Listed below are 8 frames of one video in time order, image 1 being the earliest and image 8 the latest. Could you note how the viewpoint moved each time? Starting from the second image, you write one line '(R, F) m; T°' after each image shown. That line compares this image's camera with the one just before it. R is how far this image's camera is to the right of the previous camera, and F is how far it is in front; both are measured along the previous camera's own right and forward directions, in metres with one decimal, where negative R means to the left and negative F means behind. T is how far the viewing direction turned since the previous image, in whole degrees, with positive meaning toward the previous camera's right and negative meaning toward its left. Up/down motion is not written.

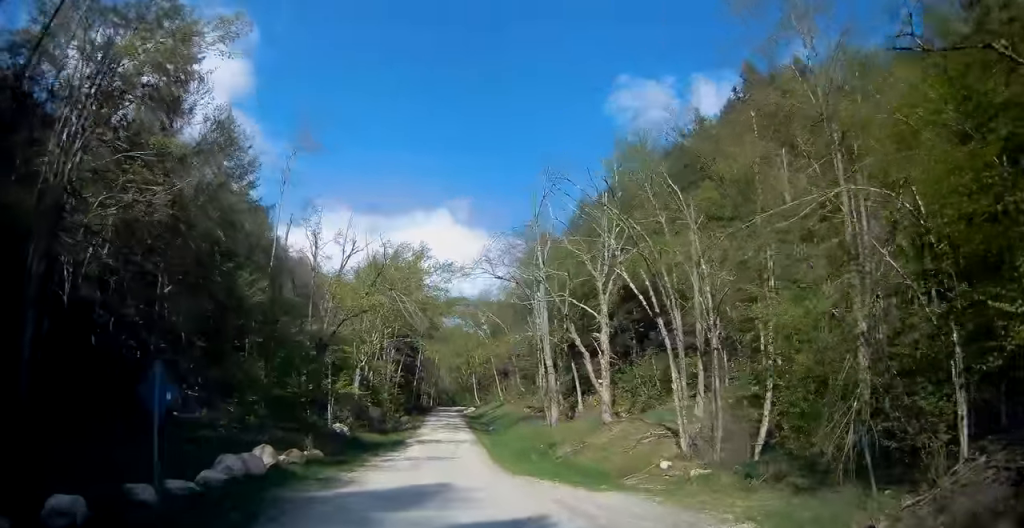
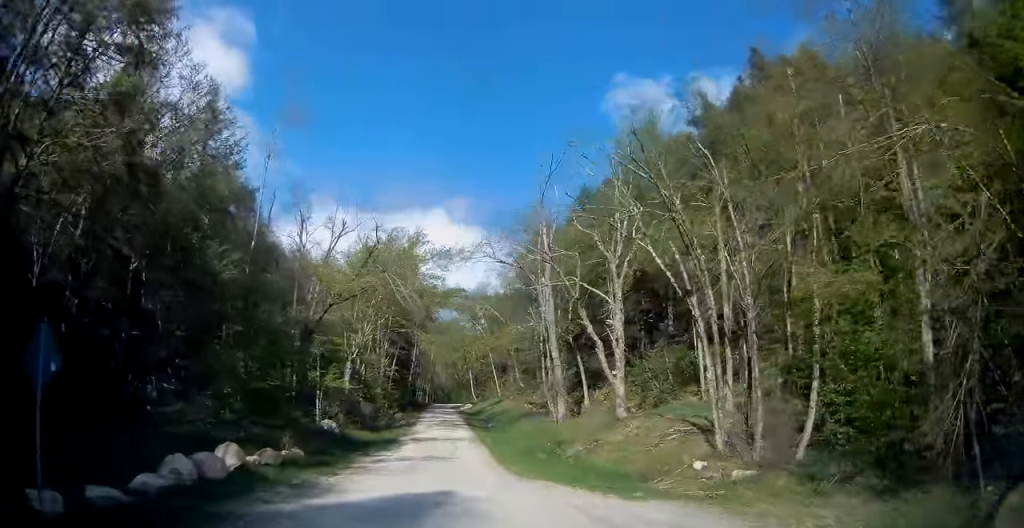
(+0.1, +3.8) m; +1°
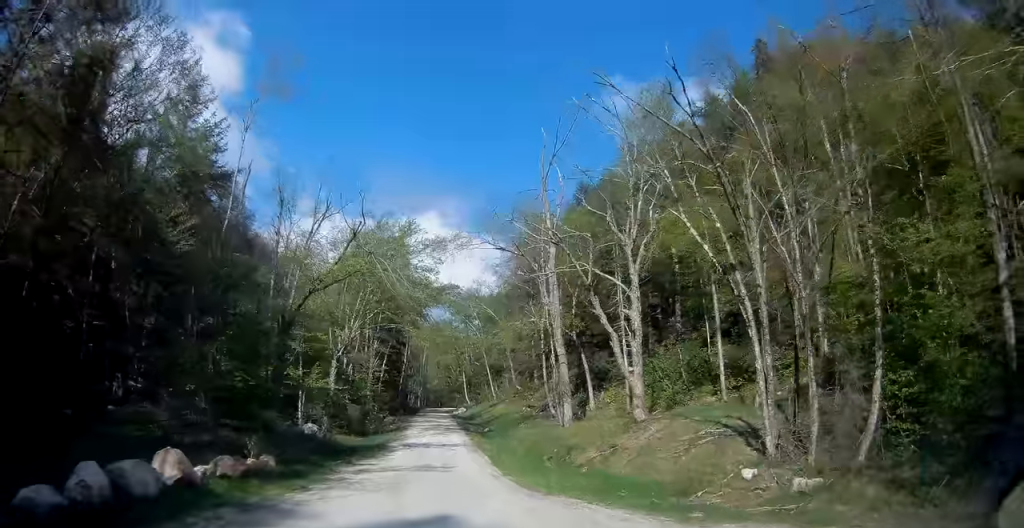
(-0.1, +4.3) m; 0°
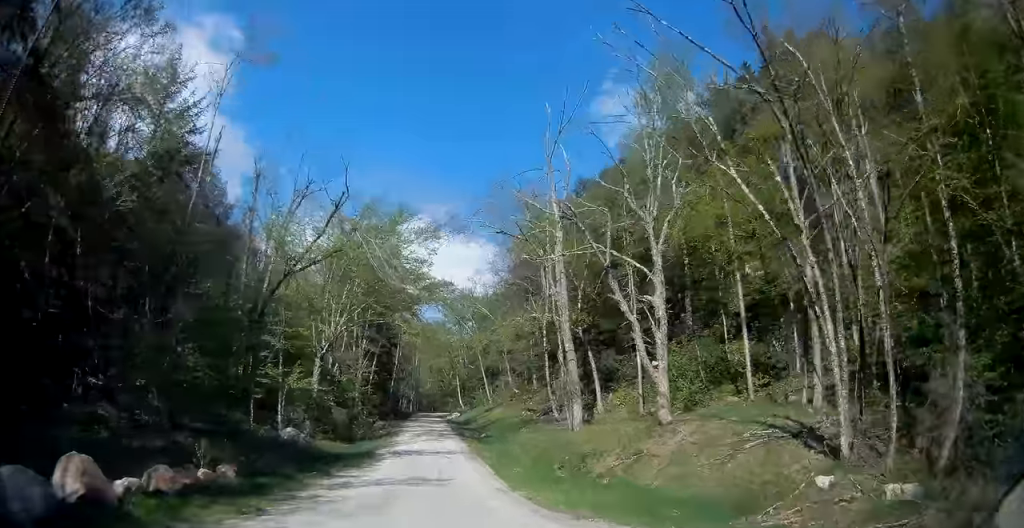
(0.0, +4.4) m; 0°
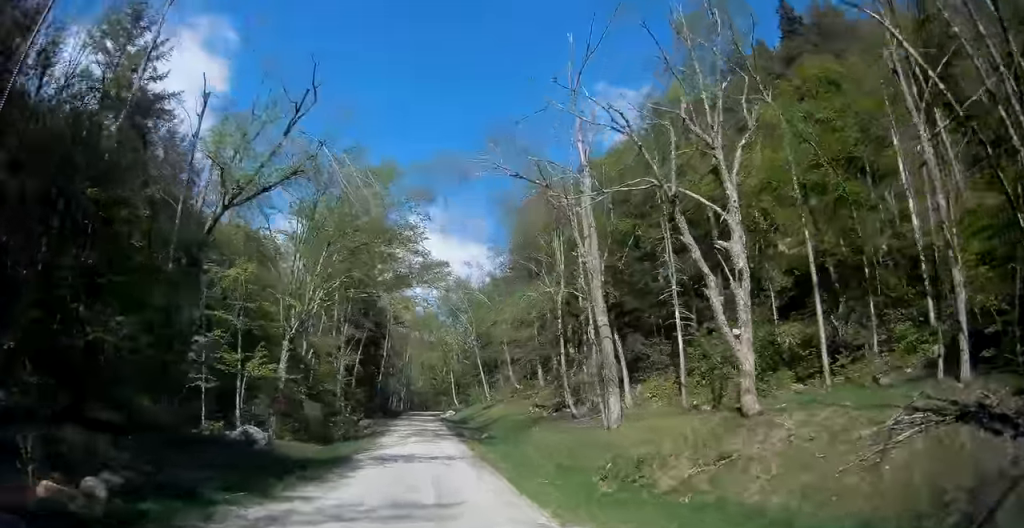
(0.0, +8.2) m; 0°
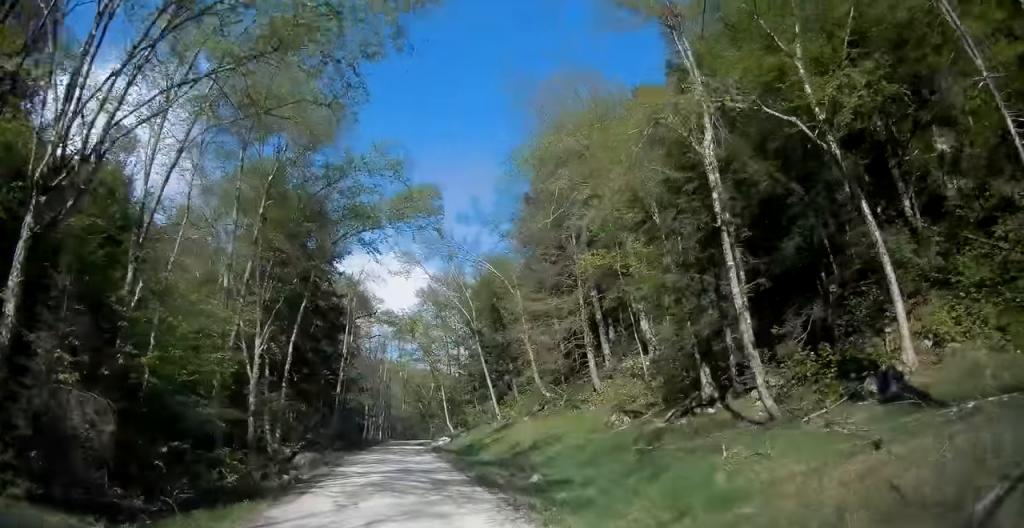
(+0.6, +24.6) m; +3°
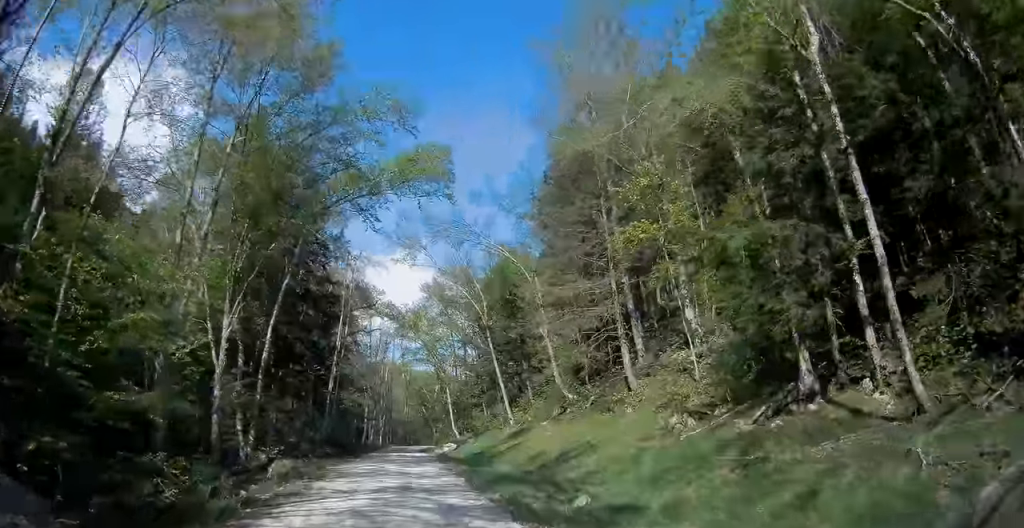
(0.0, +6.0) m; 0°
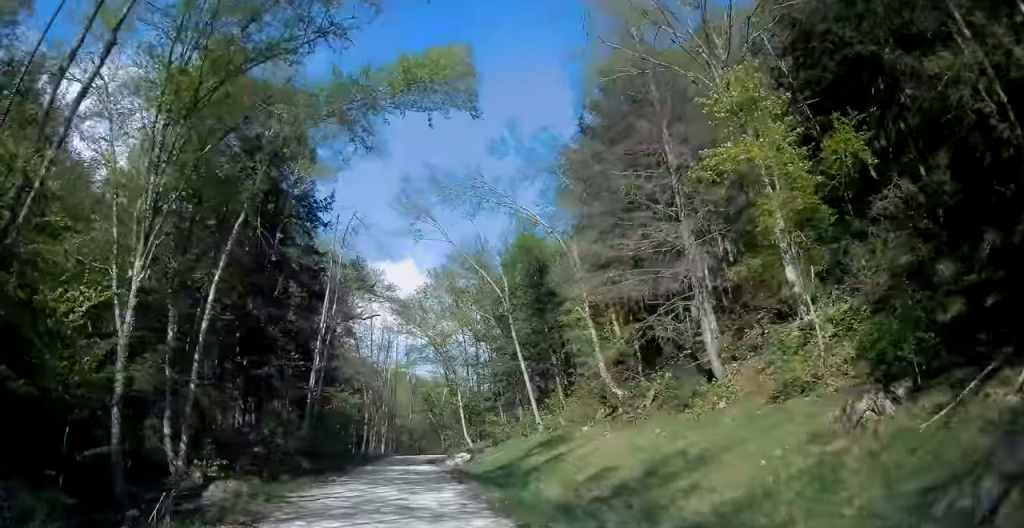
(-0.1, +9.2) m; -1°
